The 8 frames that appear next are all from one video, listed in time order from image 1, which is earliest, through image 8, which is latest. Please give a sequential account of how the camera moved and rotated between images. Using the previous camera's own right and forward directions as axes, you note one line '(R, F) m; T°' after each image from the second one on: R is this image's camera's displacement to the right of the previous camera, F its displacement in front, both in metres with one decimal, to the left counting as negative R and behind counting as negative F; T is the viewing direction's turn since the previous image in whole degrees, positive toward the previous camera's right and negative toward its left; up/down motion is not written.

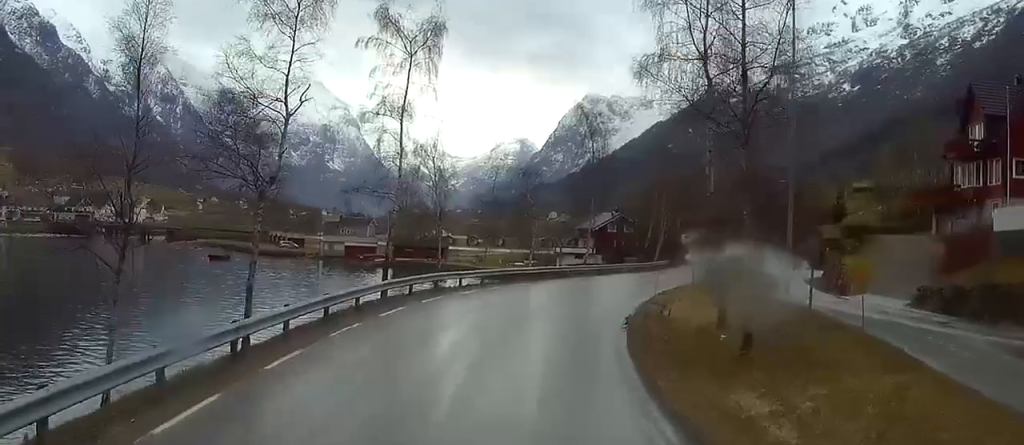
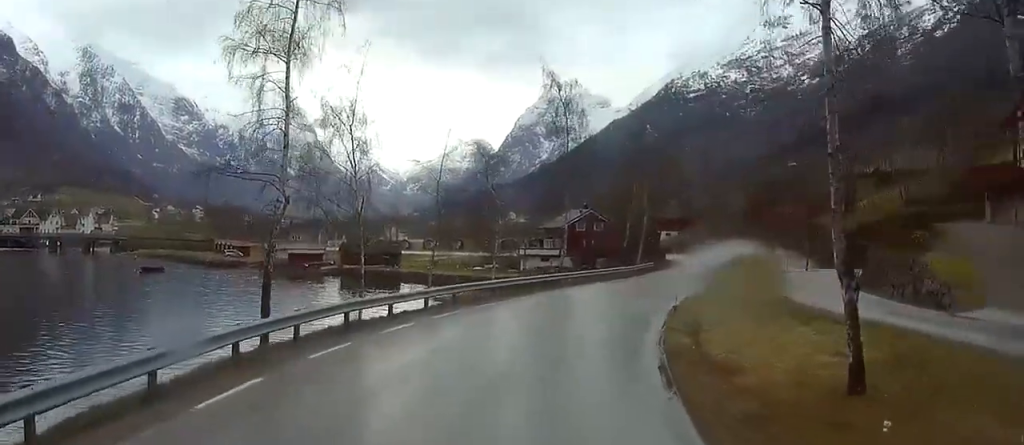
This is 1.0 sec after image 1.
(+0.2, +15.7) m; +2°
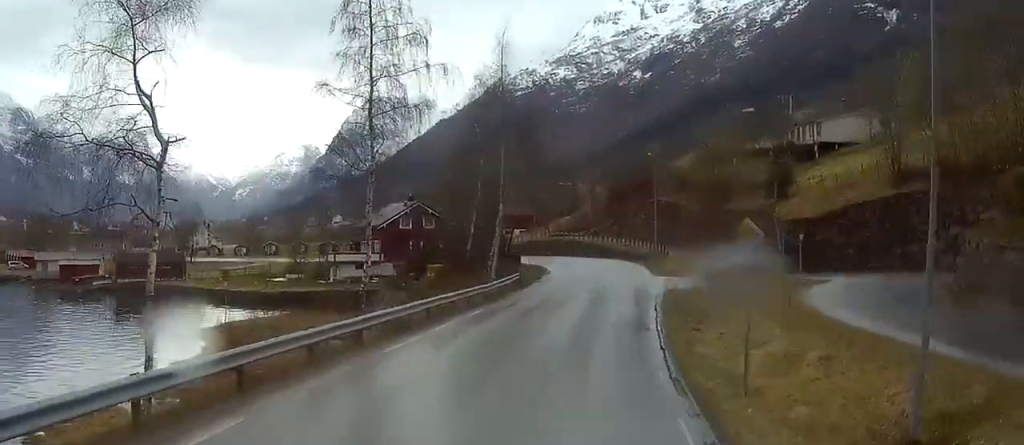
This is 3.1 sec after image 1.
(+2.5, +31.3) m; +10°
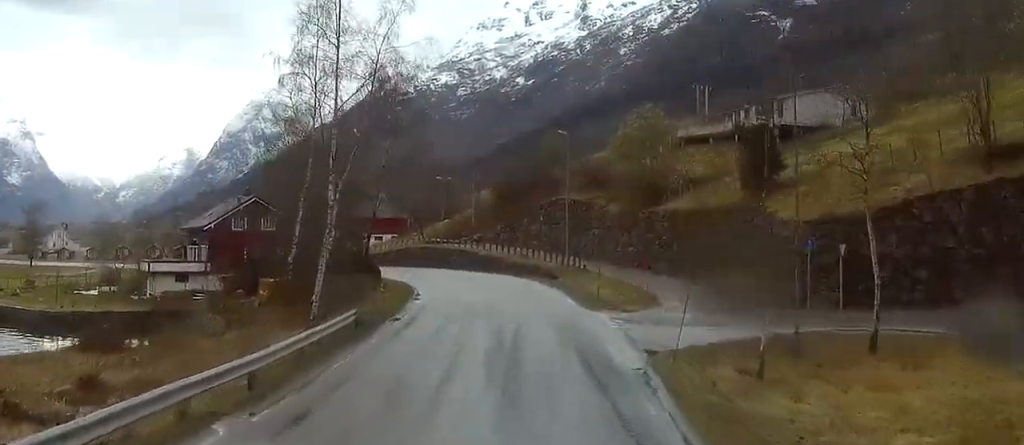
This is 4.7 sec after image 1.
(+1.9, +24.2) m; +4°
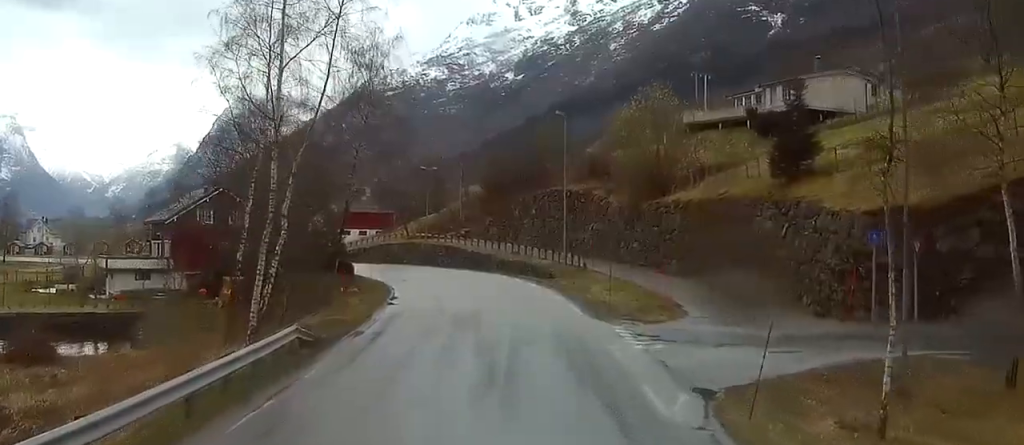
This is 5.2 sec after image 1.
(-0.3, +7.3) m; -2°
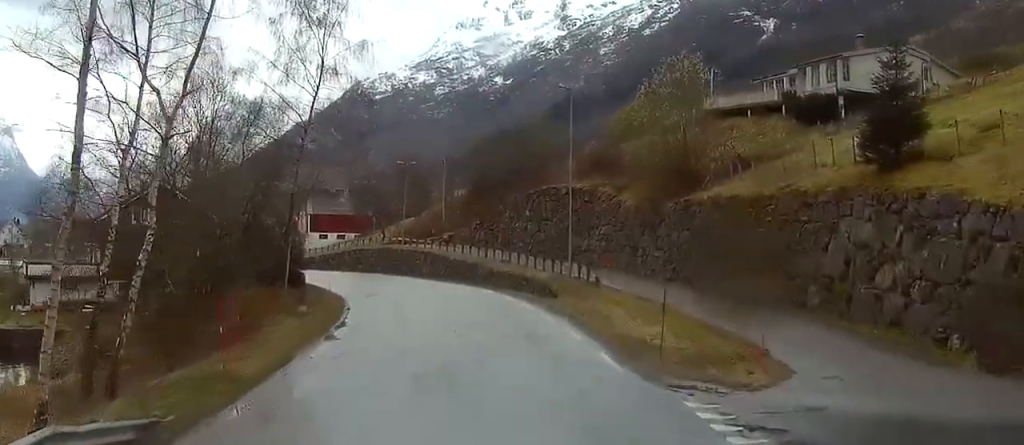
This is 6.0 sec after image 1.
(-0.4, +12.2) m; -3°
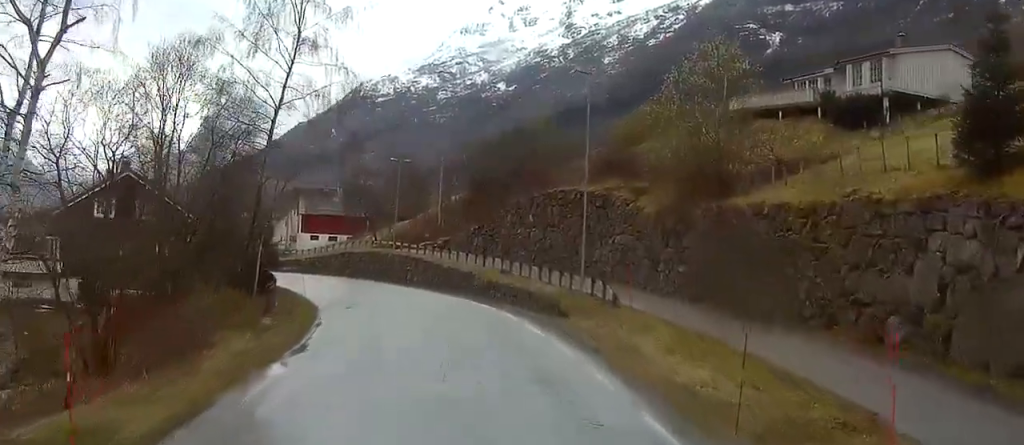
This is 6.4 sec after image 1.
(-0.1, +6.7) m; -1°
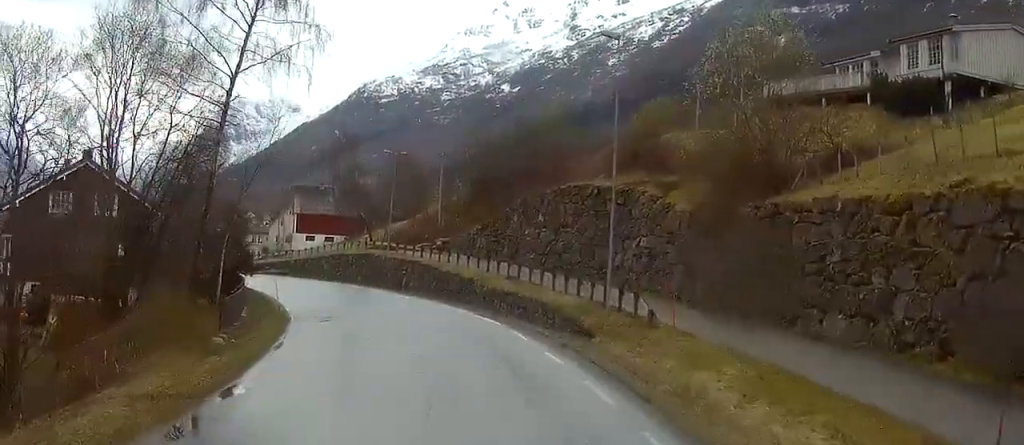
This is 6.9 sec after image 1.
(-0.1, +7.3) m; 0°
